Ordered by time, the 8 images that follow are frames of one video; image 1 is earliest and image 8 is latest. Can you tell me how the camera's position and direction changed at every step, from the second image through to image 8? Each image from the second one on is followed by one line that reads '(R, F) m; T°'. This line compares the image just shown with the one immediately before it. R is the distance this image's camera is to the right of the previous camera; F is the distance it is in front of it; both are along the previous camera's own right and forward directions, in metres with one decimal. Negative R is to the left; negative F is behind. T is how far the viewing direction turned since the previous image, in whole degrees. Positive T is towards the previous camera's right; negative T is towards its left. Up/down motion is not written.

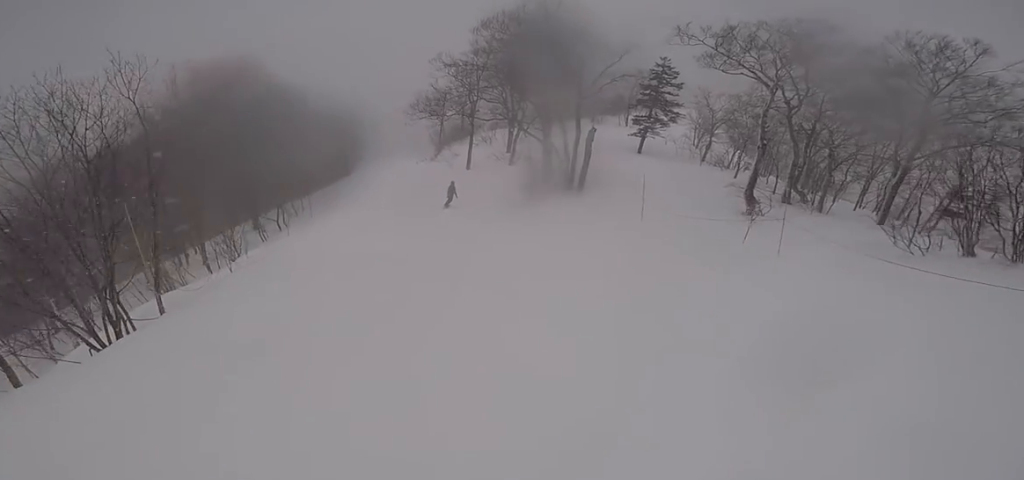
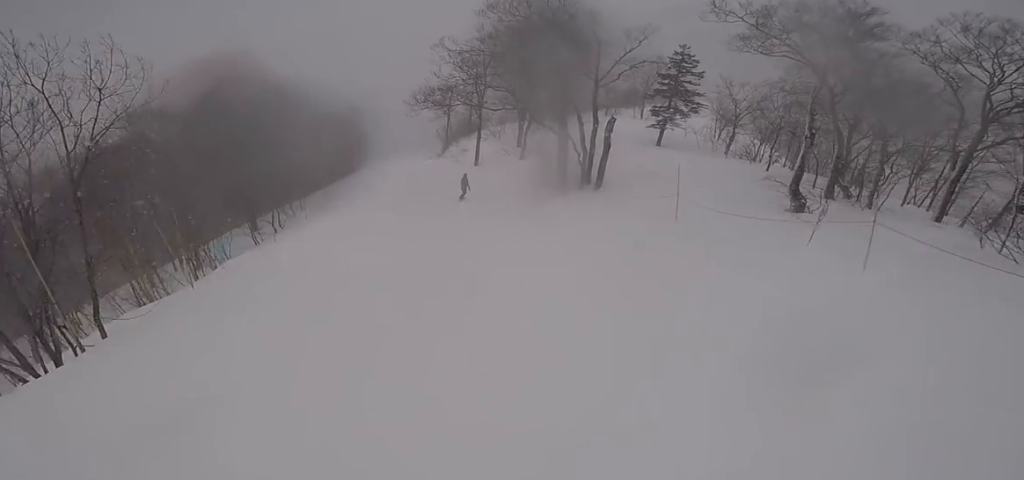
(-0.3, +2.4) m; +1°
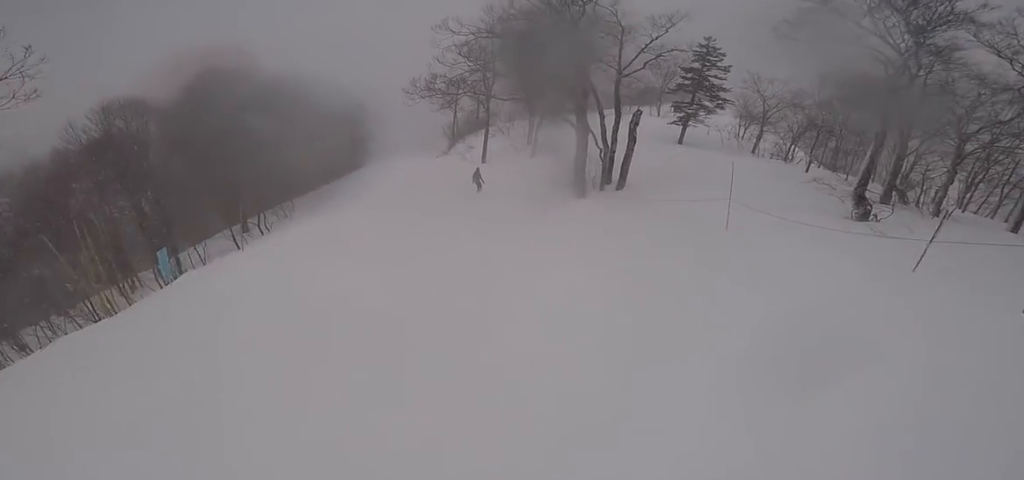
(+0.2, +3.0) m; +3°
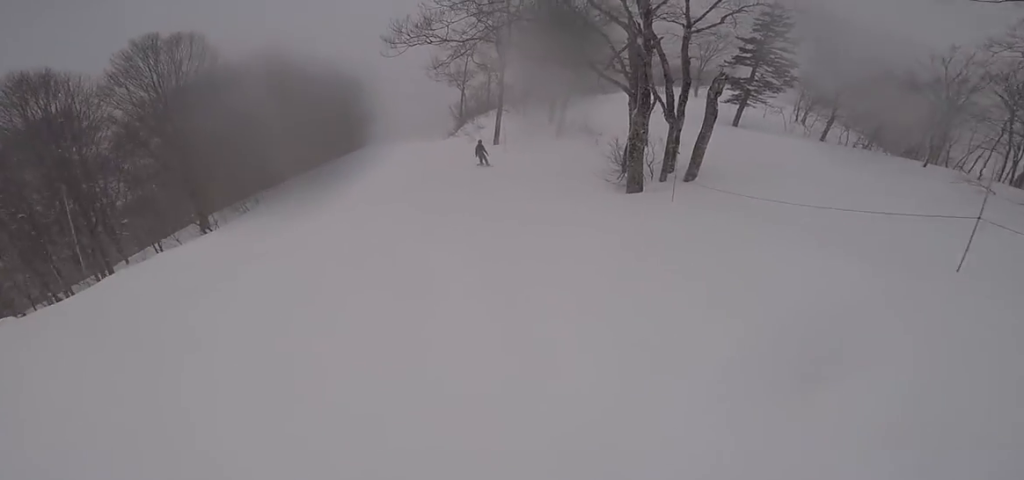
(+0.6, +6.6) m; +3°
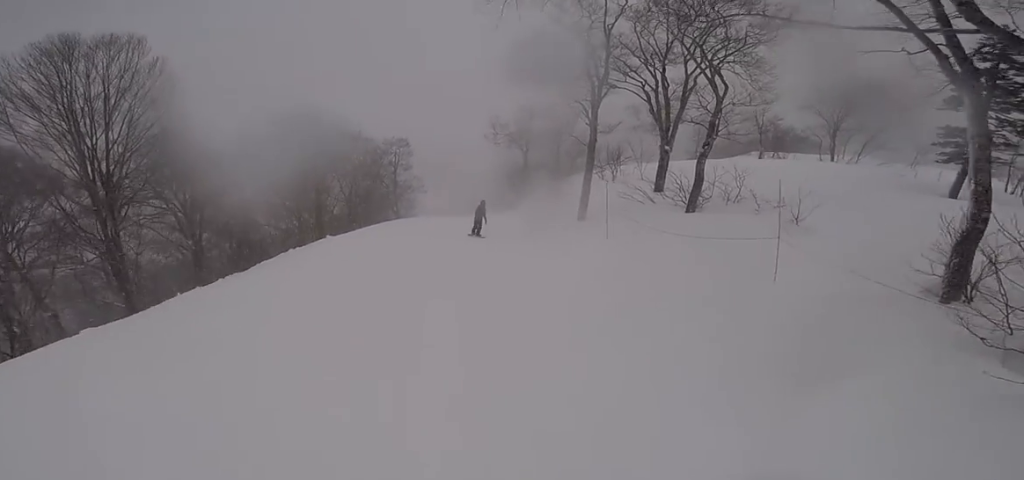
(-1.2, +10.7) m; -6°
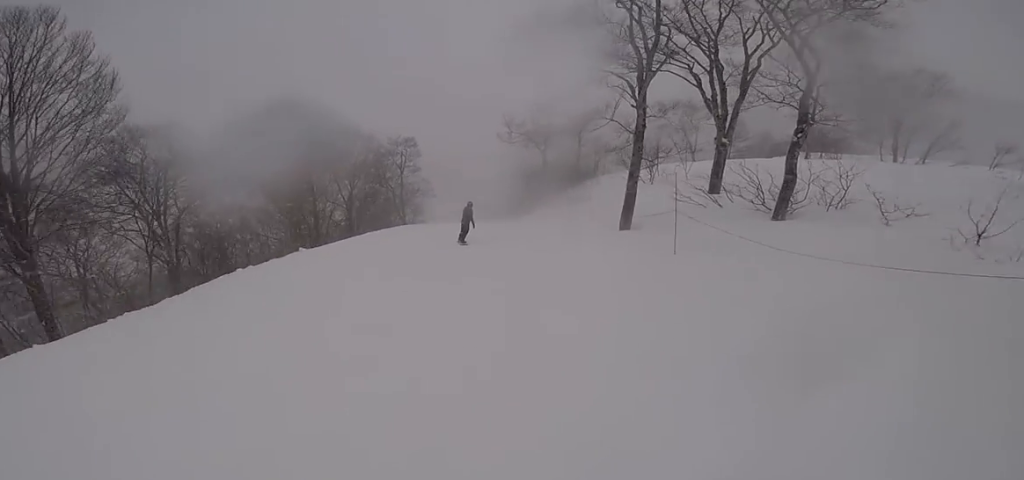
(+0.2, +3.9) m; 0°
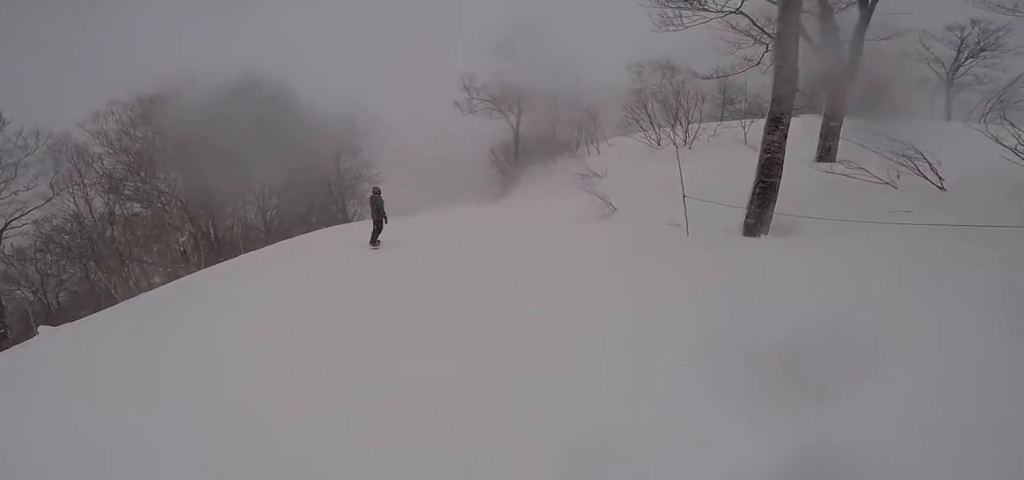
(0.0, +7.6) m; -6°
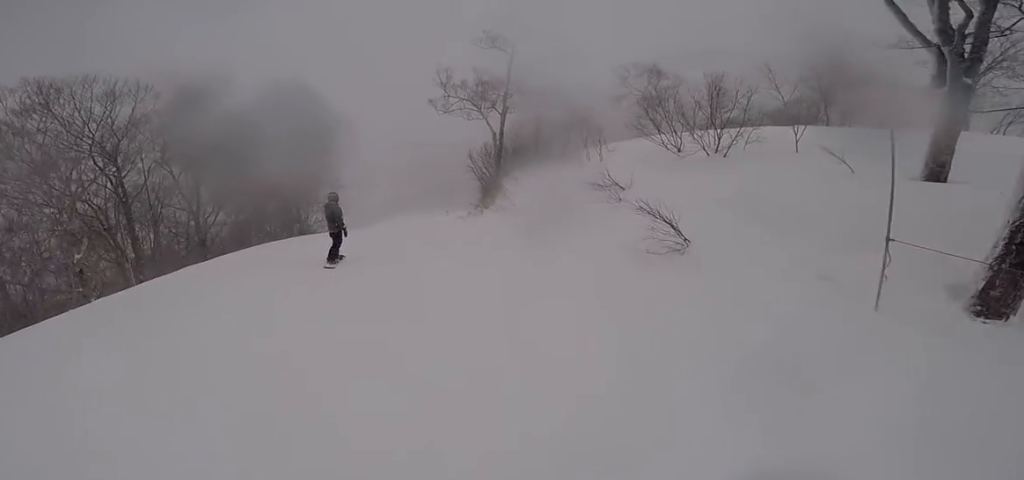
(-0.2, +3.6) m; -2°
